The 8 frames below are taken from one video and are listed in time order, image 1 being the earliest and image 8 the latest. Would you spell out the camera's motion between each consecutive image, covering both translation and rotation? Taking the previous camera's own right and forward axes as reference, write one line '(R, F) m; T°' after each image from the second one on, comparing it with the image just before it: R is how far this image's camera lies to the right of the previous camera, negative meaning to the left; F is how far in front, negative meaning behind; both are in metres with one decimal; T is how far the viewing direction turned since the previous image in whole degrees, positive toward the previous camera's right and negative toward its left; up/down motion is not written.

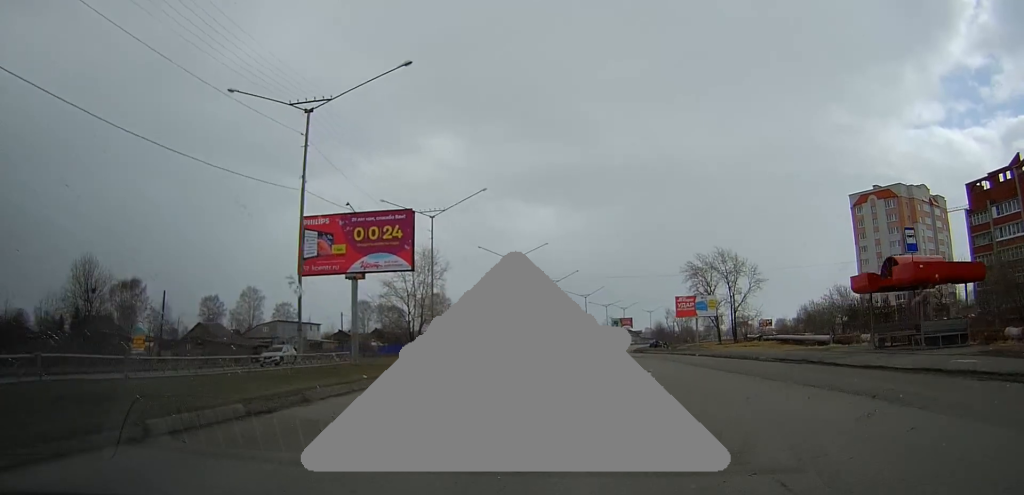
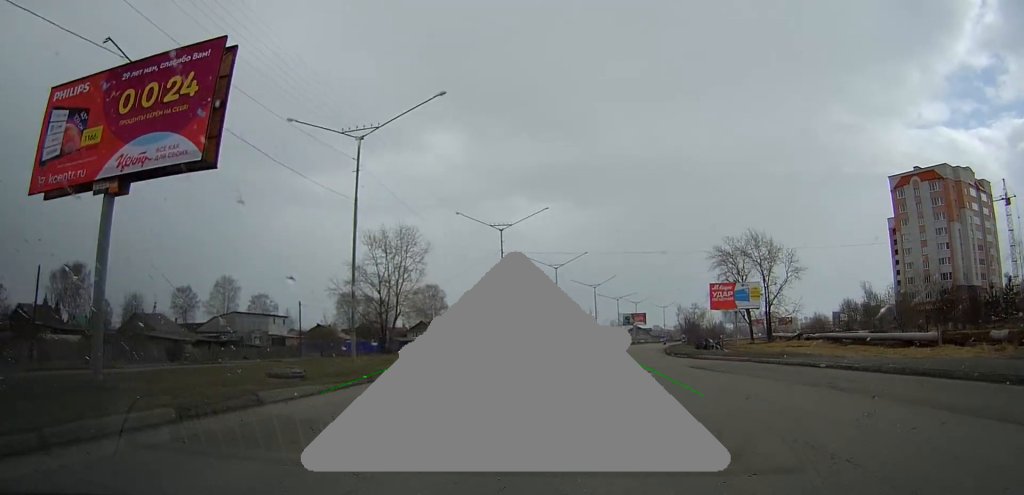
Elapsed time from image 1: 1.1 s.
(+0.1, +19.9) m; +1°
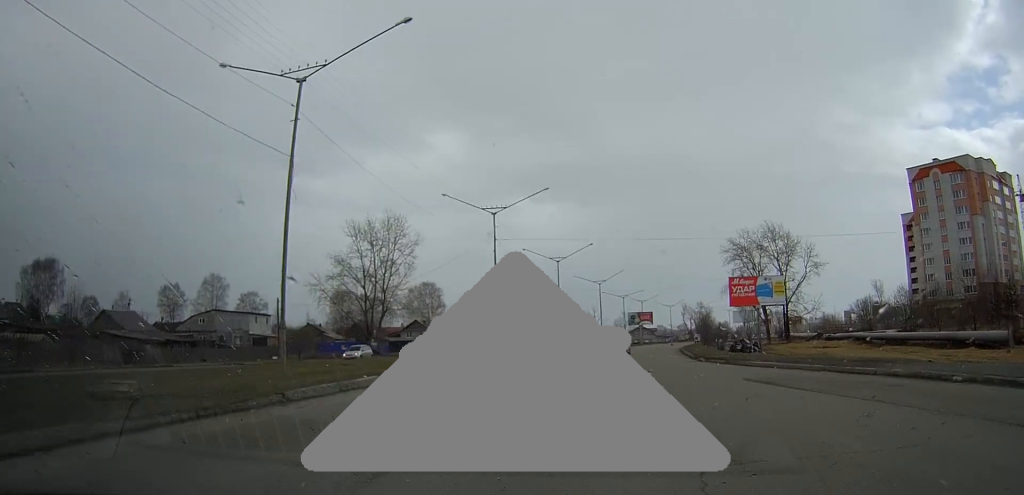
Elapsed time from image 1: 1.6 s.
(+0.1, +8.3) m; 0°
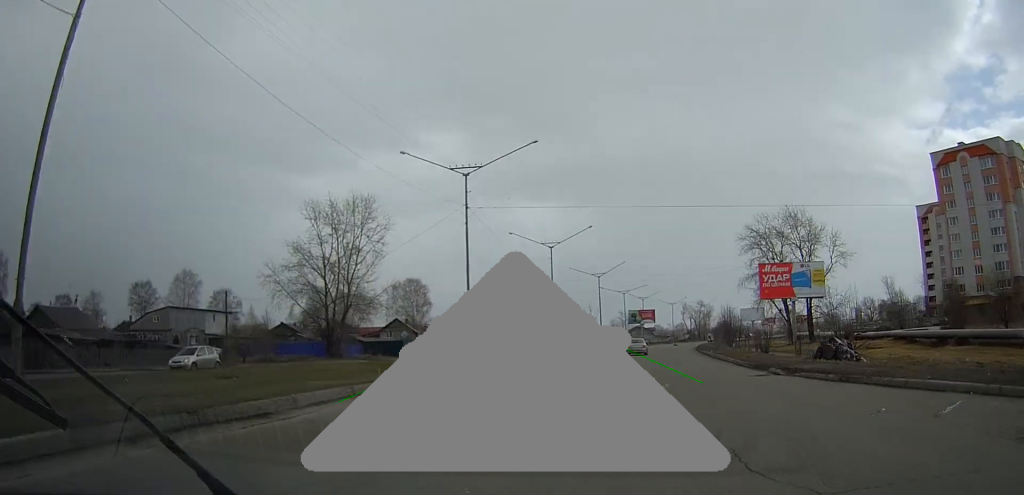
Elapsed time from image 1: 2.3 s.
(0.0, +12.8) m; +1°
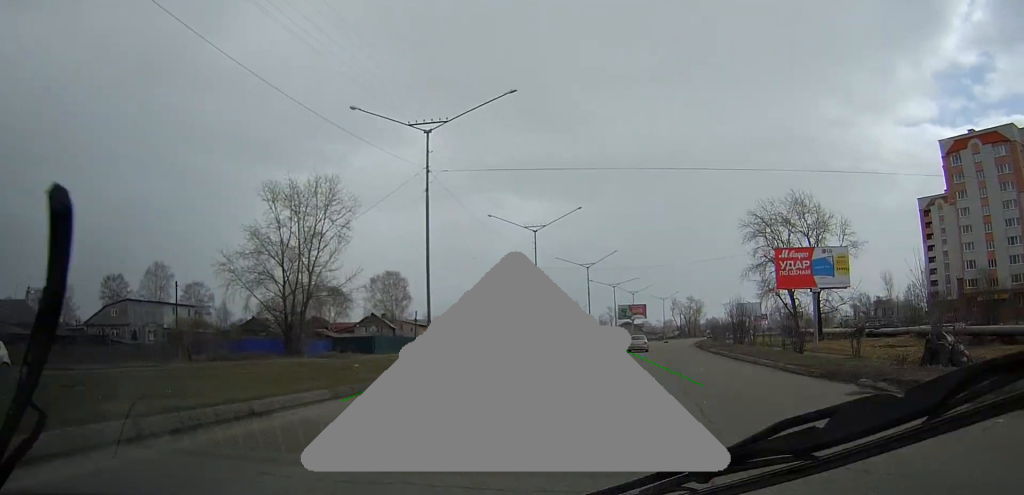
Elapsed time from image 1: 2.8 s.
(-0.1, +8.1) m; 0°
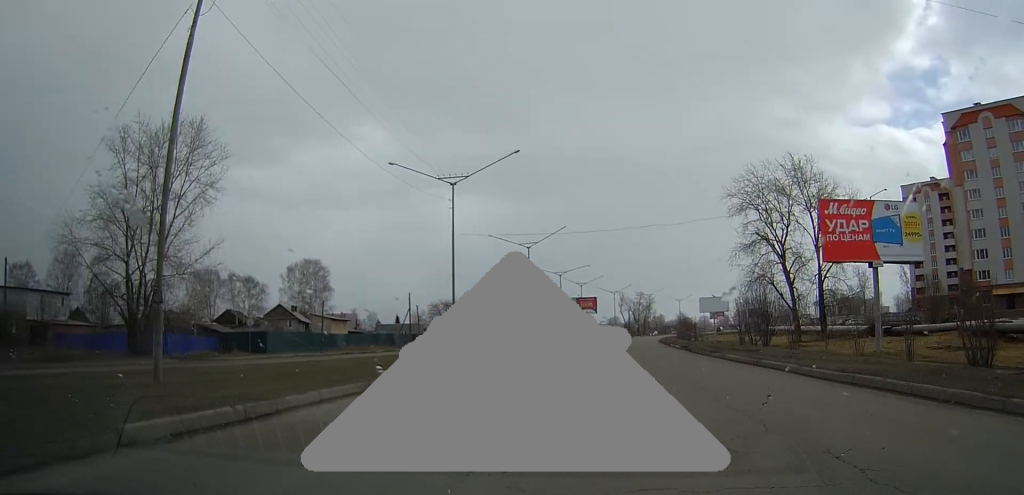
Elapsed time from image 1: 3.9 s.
(+0.4, +18.5) m; +3°
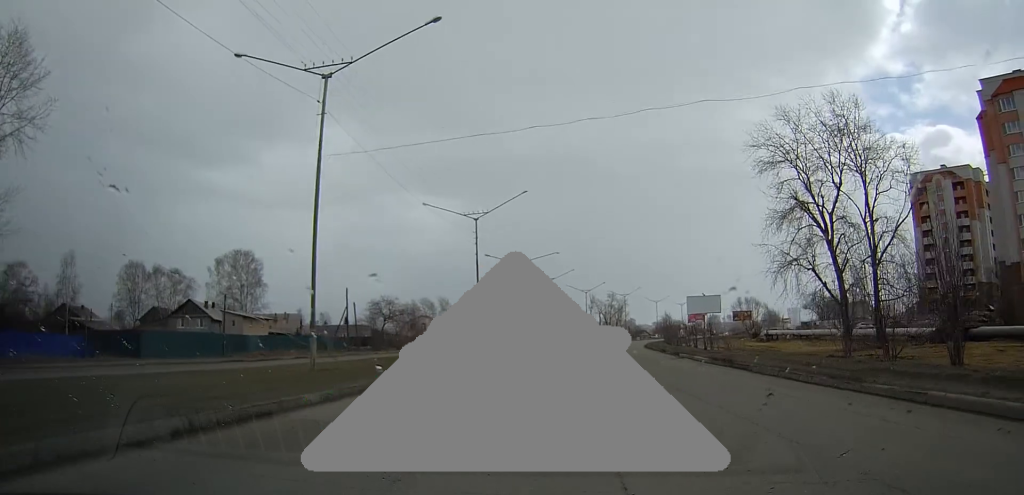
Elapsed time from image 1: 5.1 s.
(+0.8, +19.6) m; +4°
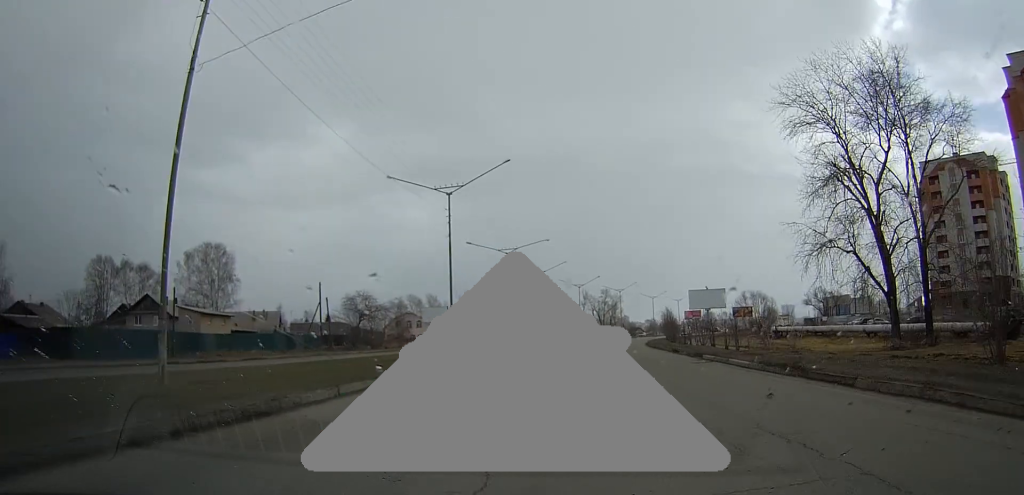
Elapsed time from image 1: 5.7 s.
(+0.2, +9.1) m; +1°
